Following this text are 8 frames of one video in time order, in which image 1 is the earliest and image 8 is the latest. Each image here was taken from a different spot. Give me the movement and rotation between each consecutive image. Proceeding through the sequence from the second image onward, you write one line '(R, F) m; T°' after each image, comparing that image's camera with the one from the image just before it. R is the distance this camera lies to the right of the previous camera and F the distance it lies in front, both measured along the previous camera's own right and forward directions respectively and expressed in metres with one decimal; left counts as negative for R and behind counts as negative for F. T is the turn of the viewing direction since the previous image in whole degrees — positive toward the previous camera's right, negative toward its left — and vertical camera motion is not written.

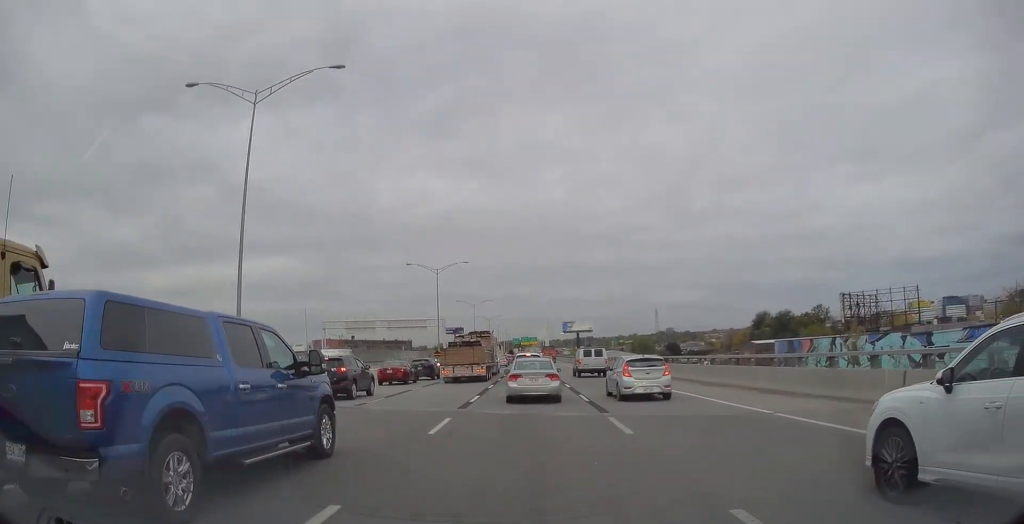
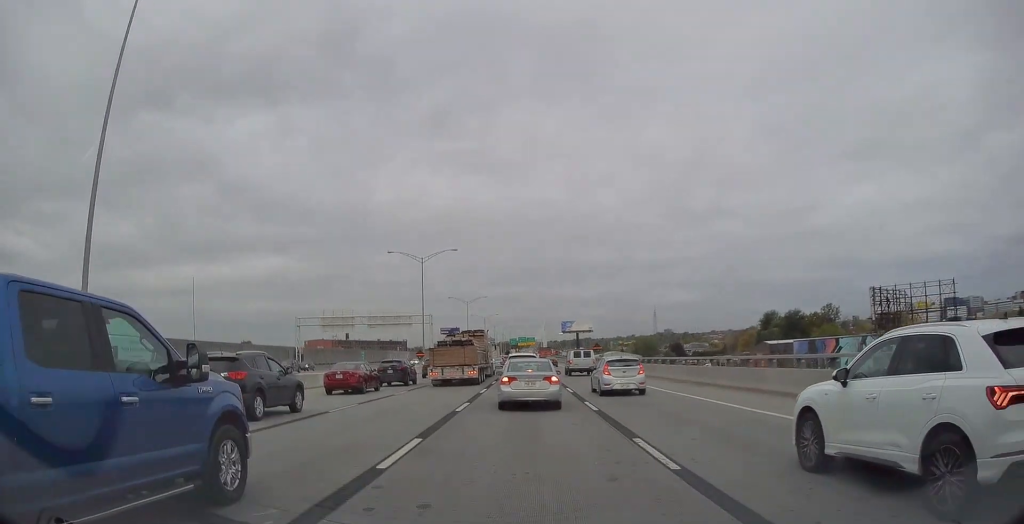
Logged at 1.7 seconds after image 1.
(0.0, +11.1) m; 0°
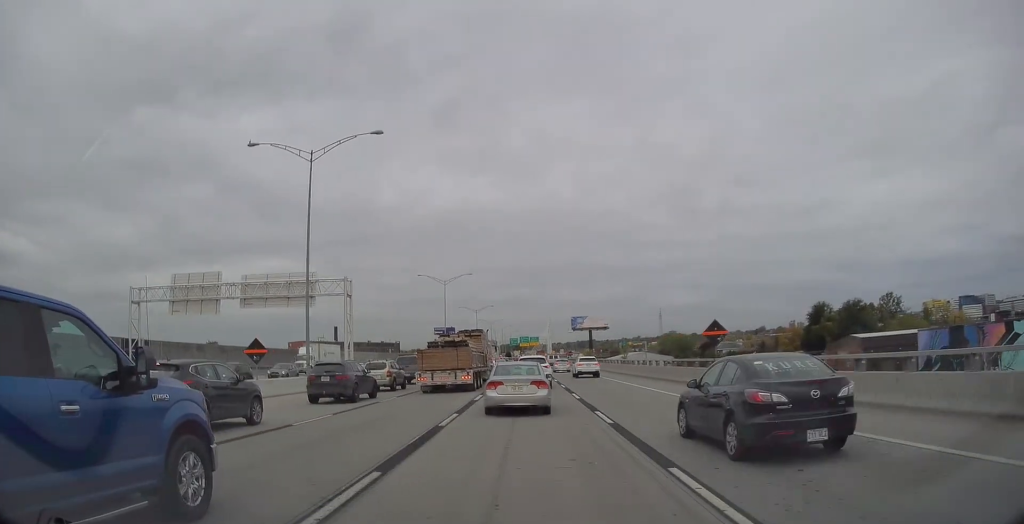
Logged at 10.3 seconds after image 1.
(0.0, +55.1) m; 0°
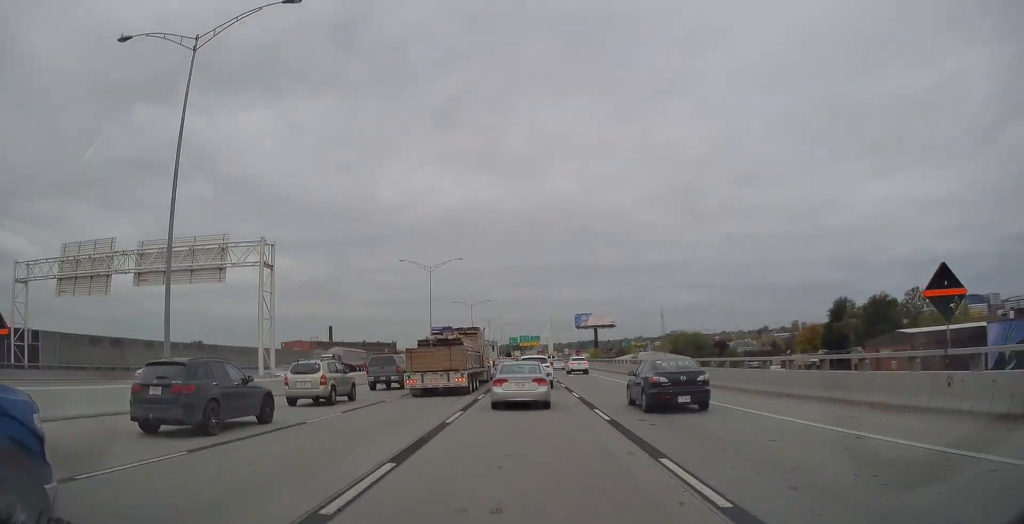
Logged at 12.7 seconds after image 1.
(0.0, +17.5) m; 0°
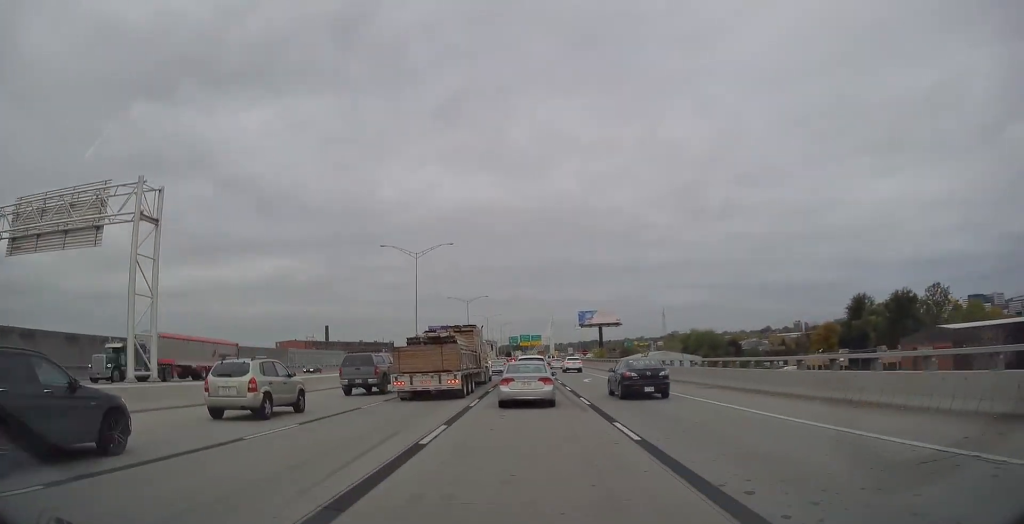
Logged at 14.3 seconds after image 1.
(0.0, +11.9) m; 0°
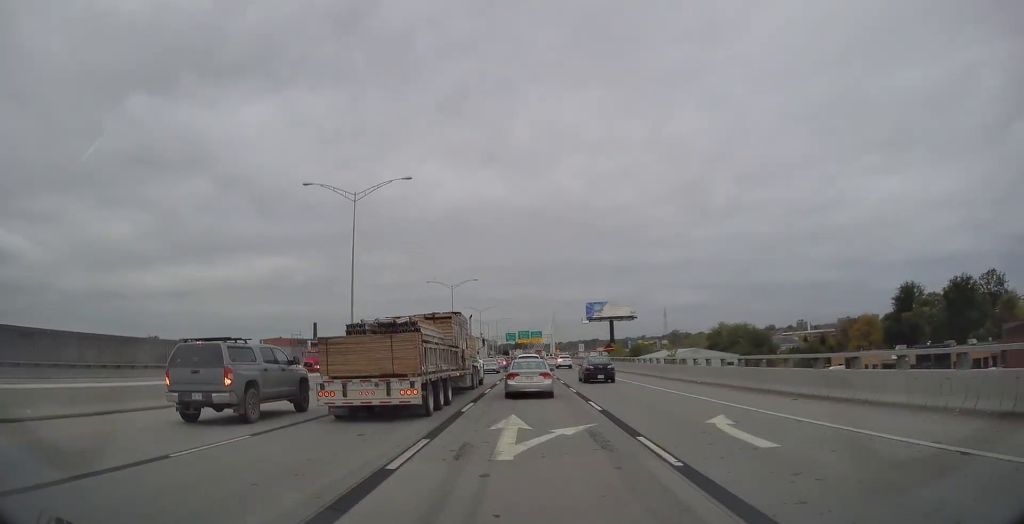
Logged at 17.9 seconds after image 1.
(0.0, +28.9) m; 0°
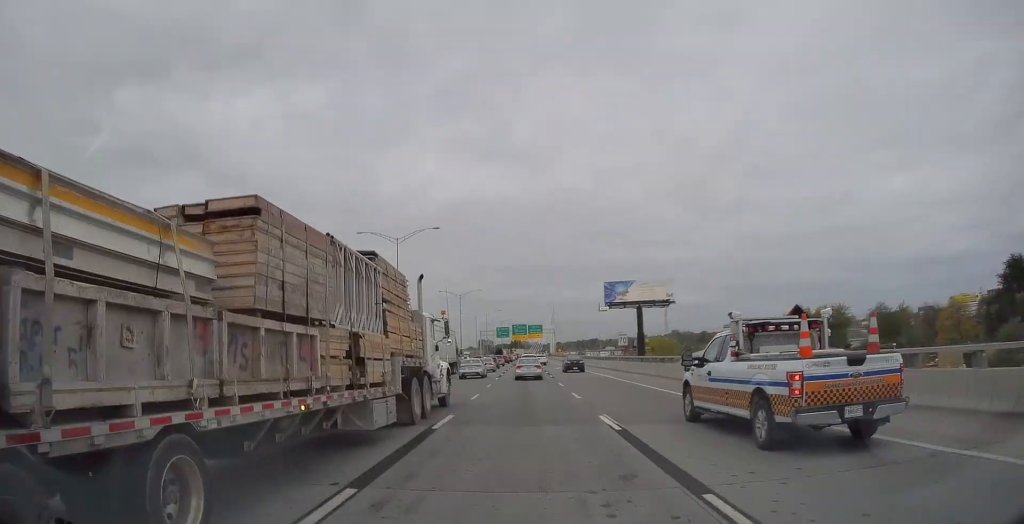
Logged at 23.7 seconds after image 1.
(0.0, +51.0) m; 0°
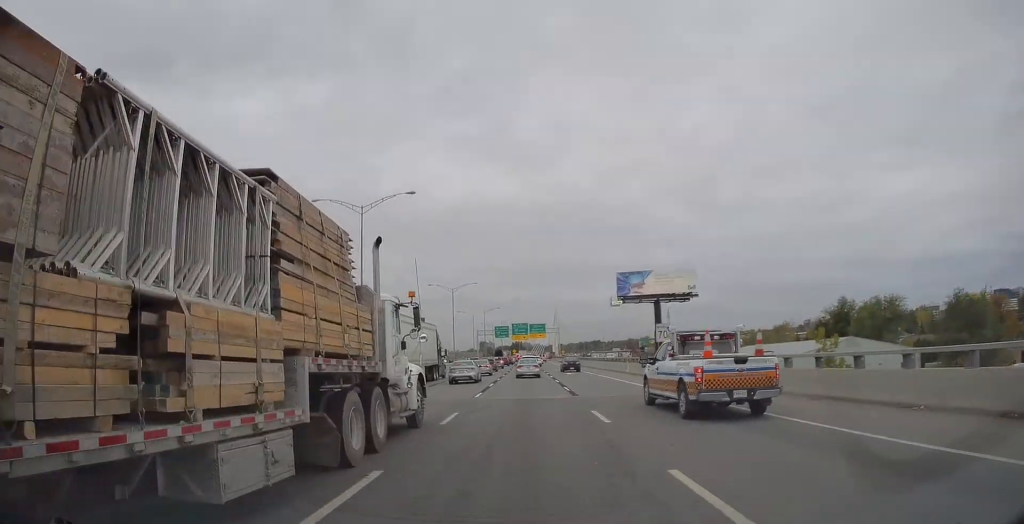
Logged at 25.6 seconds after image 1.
(0.0, +17.1) m; 0°
